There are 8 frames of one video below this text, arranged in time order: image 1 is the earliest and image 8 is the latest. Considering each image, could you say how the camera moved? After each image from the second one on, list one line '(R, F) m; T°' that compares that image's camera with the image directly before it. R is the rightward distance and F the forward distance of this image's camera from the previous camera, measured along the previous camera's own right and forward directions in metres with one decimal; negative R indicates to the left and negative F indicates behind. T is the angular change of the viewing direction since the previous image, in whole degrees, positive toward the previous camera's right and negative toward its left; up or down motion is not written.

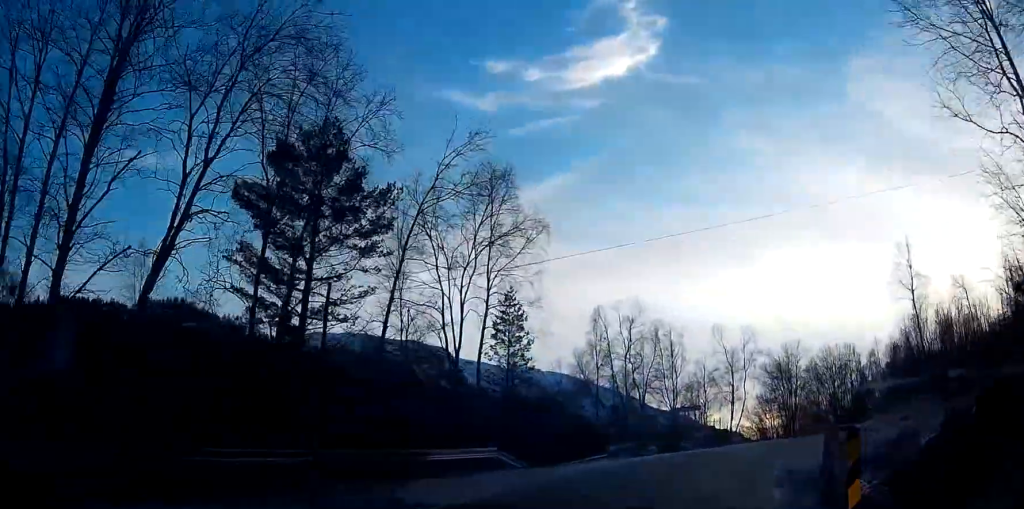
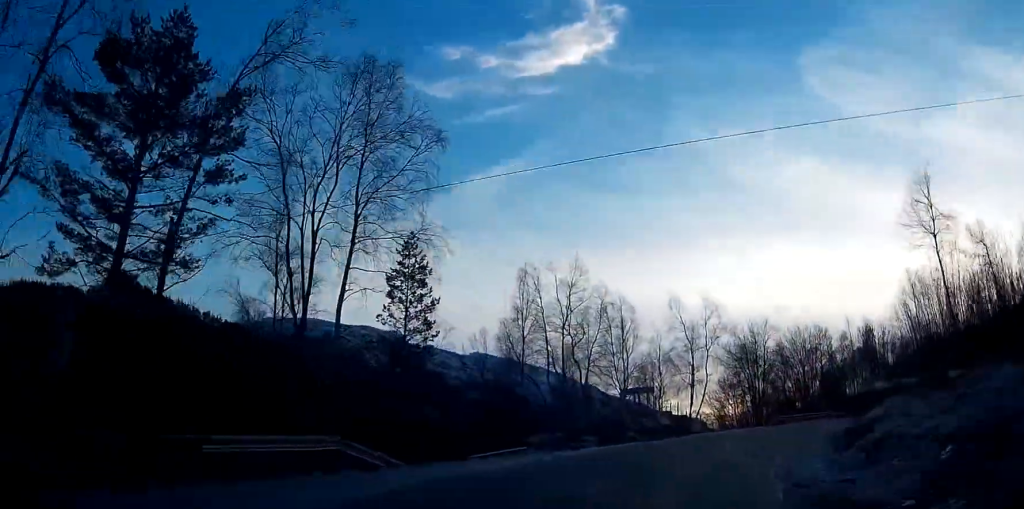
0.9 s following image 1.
(+0.3, +8.8) m; +5°
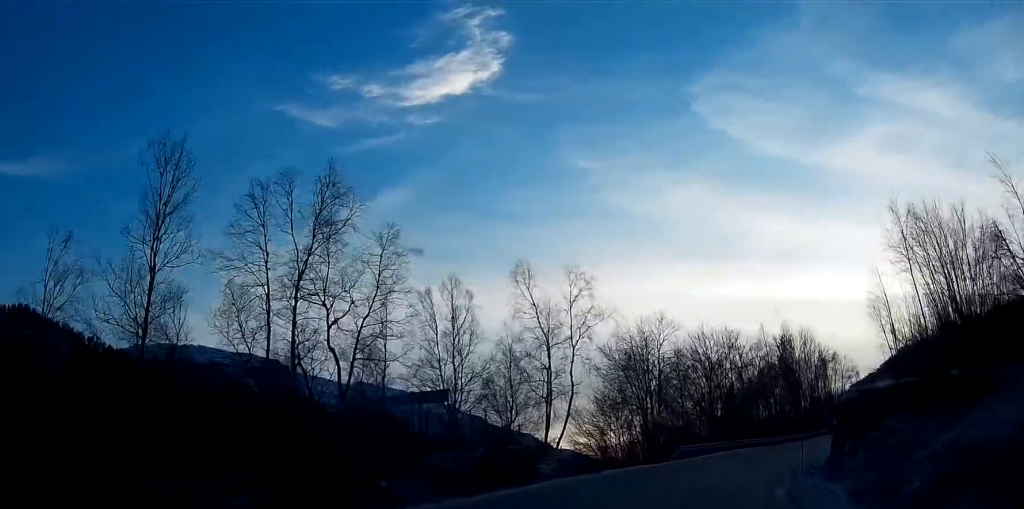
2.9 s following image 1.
(+1.4, +19.0) m; +8°
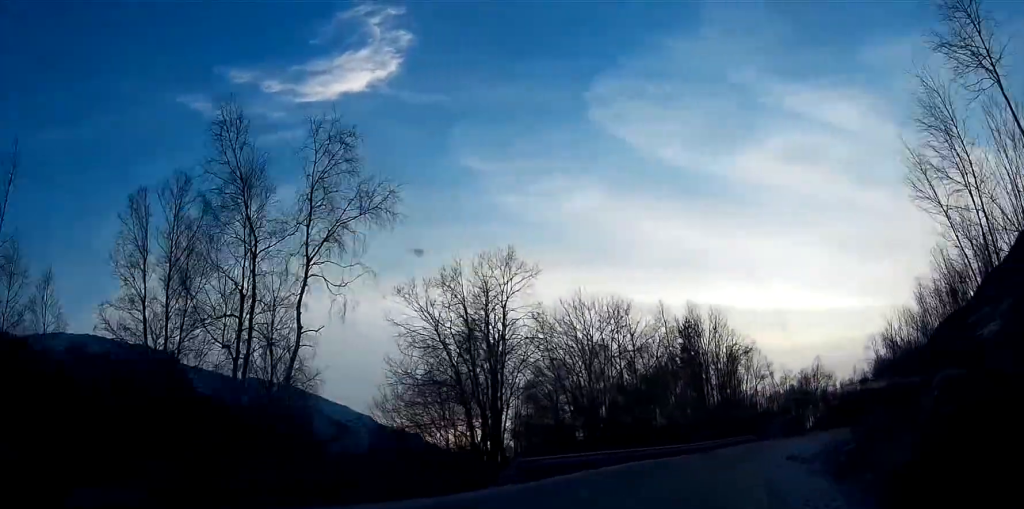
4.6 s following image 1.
(+0.8, +18.0) m; +5°
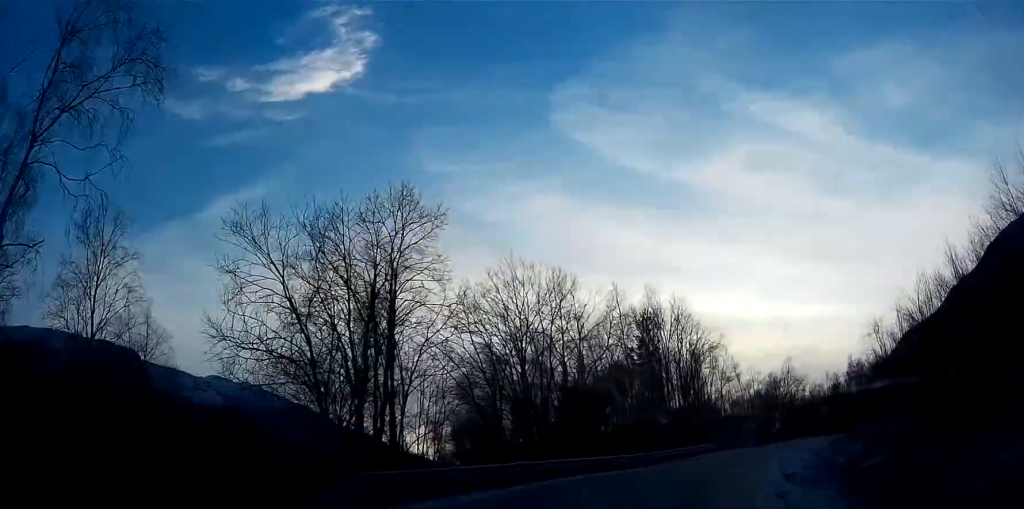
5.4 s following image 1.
(+0.2, +8.6) m; +3°
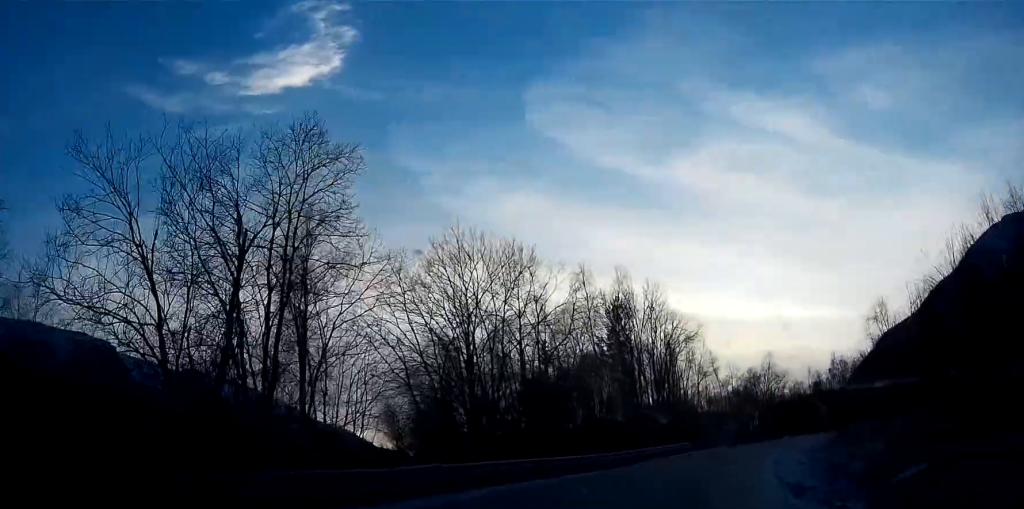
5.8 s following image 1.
(0.0, +5.3) m; +2°
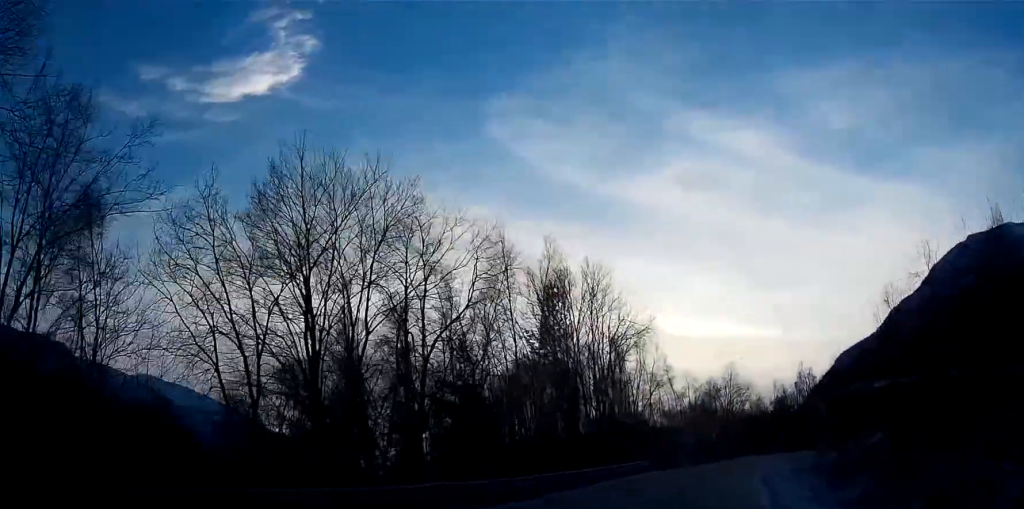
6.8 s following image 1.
(+0.4, +10.6) m; +4°
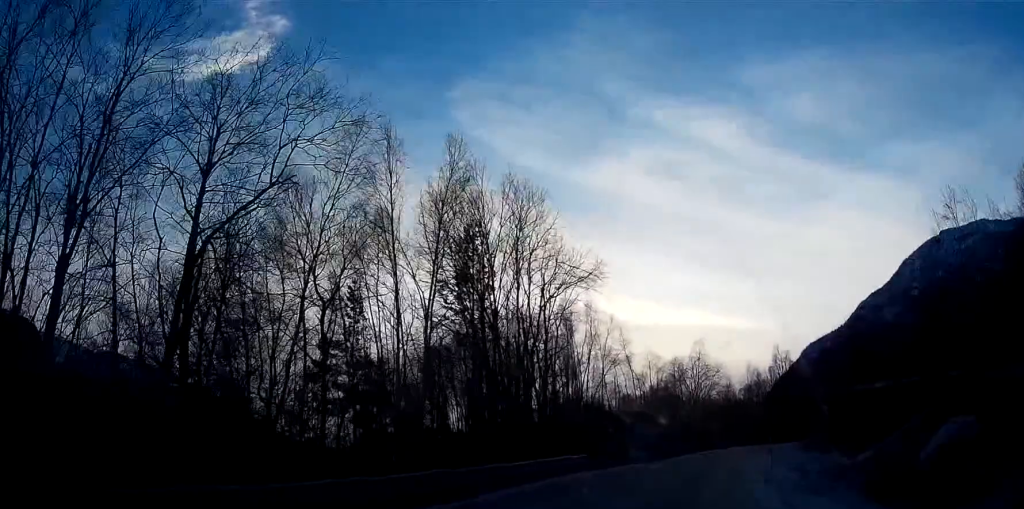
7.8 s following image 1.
(+0.4, +11.8) m; +1°
